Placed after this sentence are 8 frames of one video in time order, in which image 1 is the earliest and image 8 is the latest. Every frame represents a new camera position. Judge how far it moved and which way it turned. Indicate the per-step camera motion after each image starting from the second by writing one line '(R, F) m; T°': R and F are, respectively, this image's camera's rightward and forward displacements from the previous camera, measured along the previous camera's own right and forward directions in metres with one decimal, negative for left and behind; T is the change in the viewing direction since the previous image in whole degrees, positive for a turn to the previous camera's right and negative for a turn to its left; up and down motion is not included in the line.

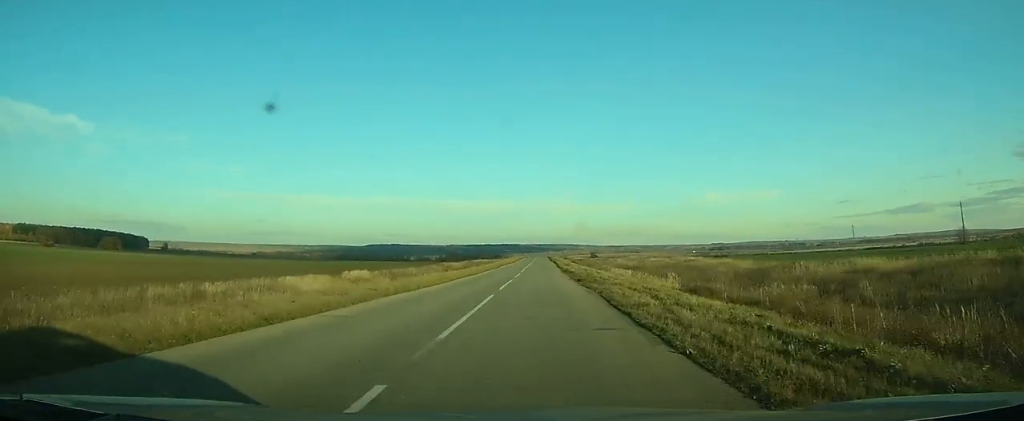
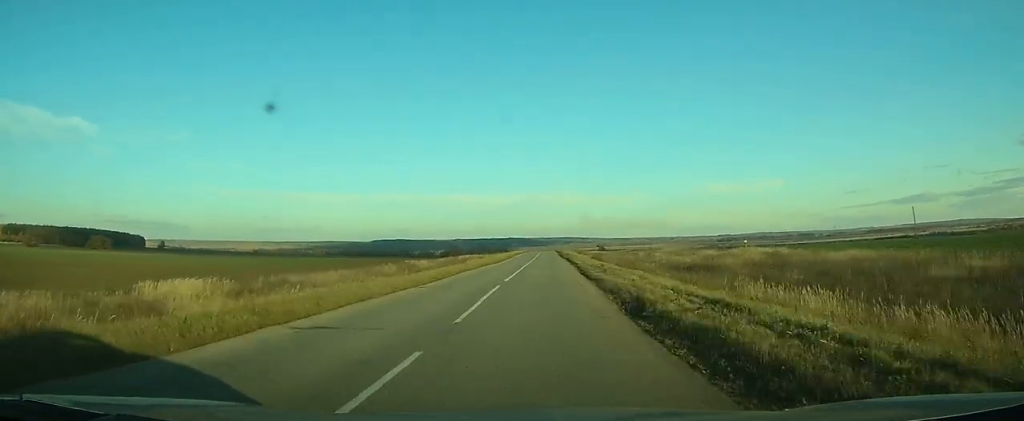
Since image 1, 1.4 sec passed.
(0.0, +32.7) m; 0°
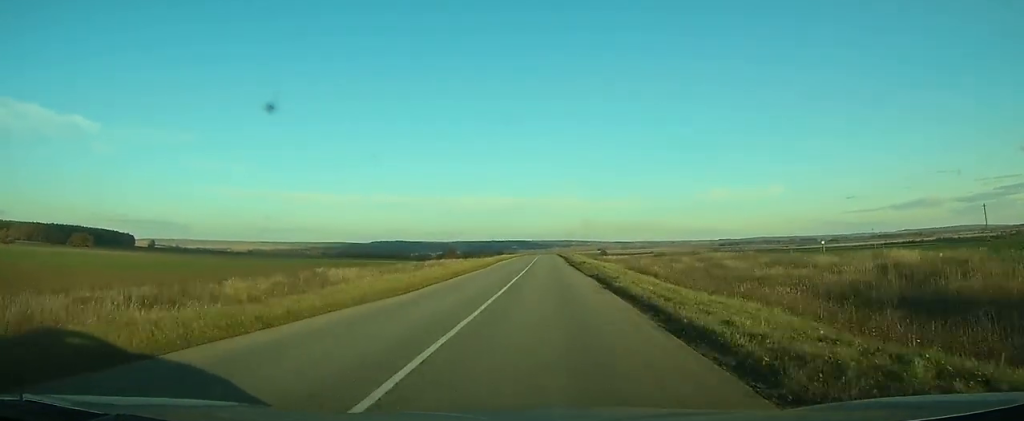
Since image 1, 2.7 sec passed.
(0.0, +33.4) m; 0°
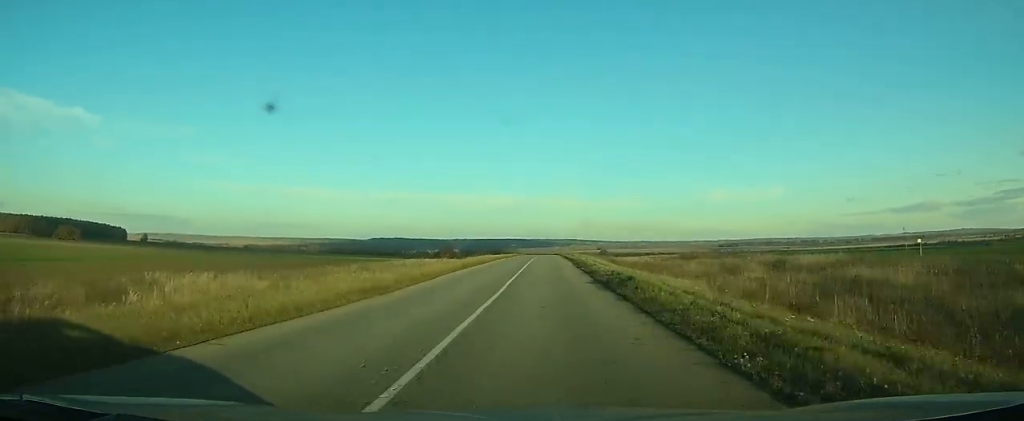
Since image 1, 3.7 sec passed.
(0.0, +23.2) m; 0°
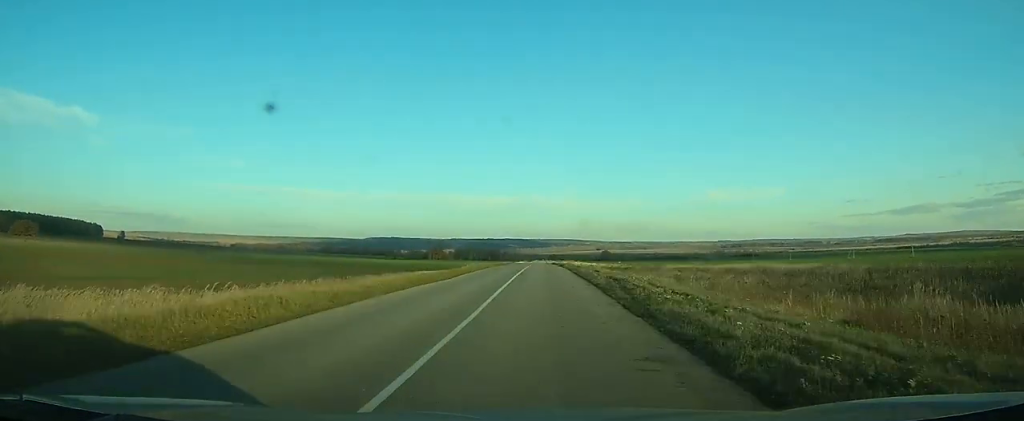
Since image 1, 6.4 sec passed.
(-0.3, +65.9) m; 0°
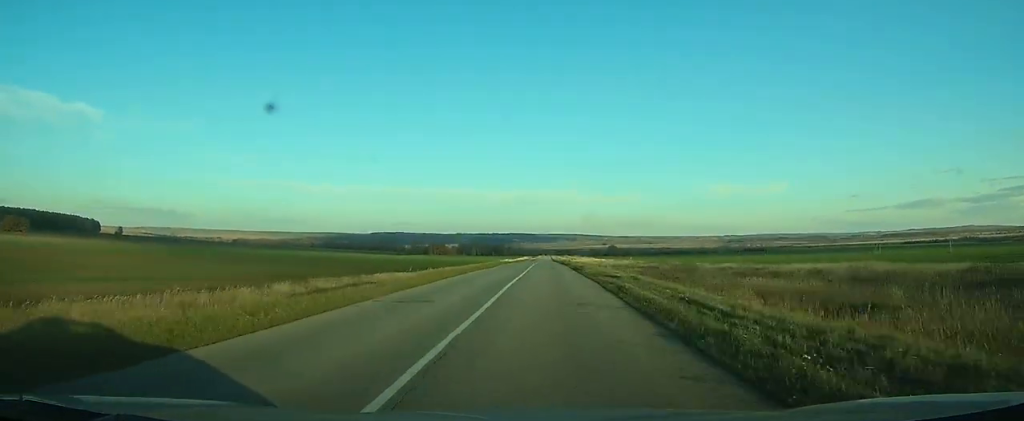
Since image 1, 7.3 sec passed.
(0.0, +21.7) m; 0°
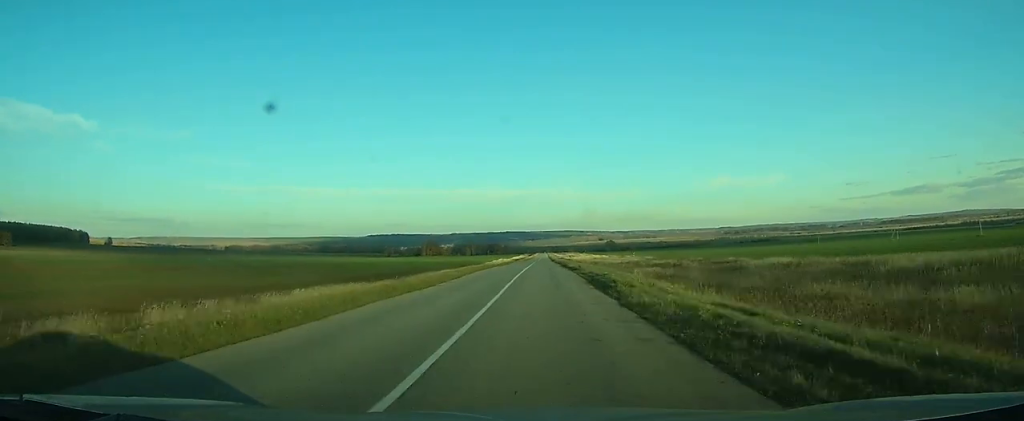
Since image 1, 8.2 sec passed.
(0.0, +19.2) m; 0°
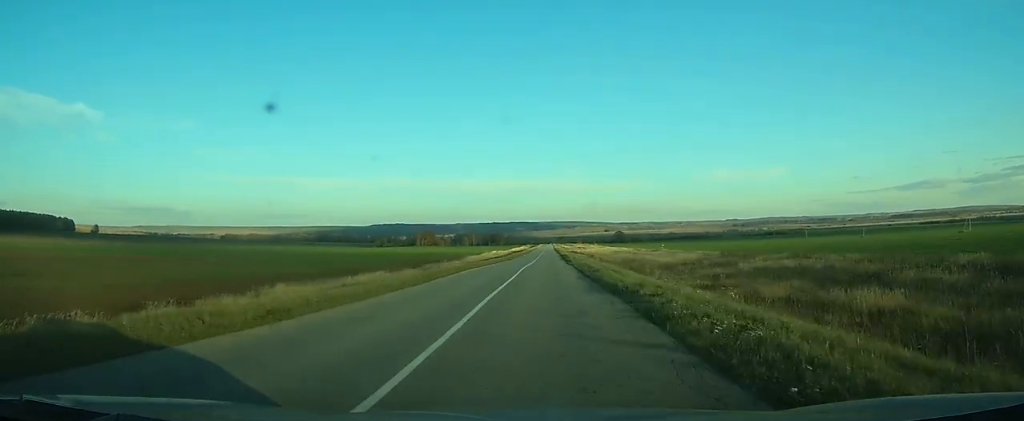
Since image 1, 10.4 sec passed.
(-0.1, +48.5) m; 0°
